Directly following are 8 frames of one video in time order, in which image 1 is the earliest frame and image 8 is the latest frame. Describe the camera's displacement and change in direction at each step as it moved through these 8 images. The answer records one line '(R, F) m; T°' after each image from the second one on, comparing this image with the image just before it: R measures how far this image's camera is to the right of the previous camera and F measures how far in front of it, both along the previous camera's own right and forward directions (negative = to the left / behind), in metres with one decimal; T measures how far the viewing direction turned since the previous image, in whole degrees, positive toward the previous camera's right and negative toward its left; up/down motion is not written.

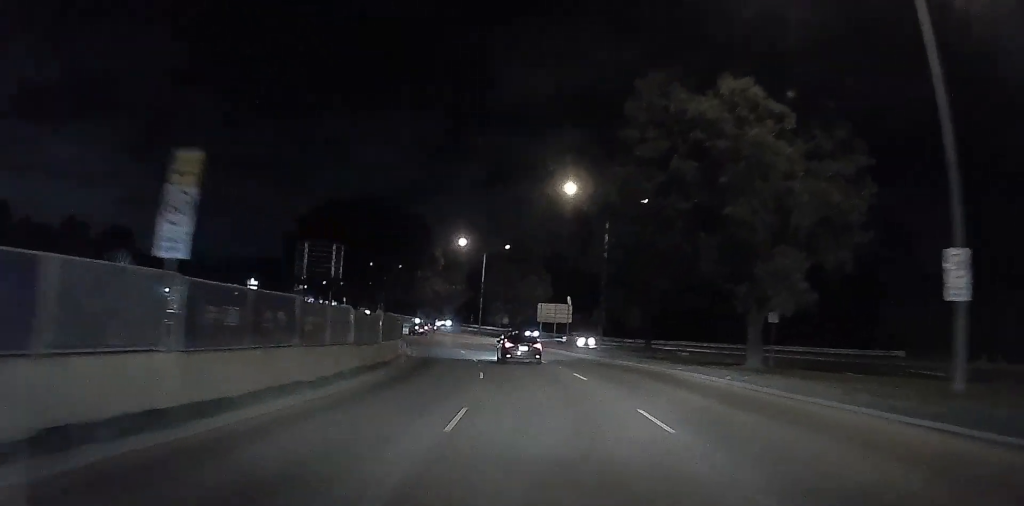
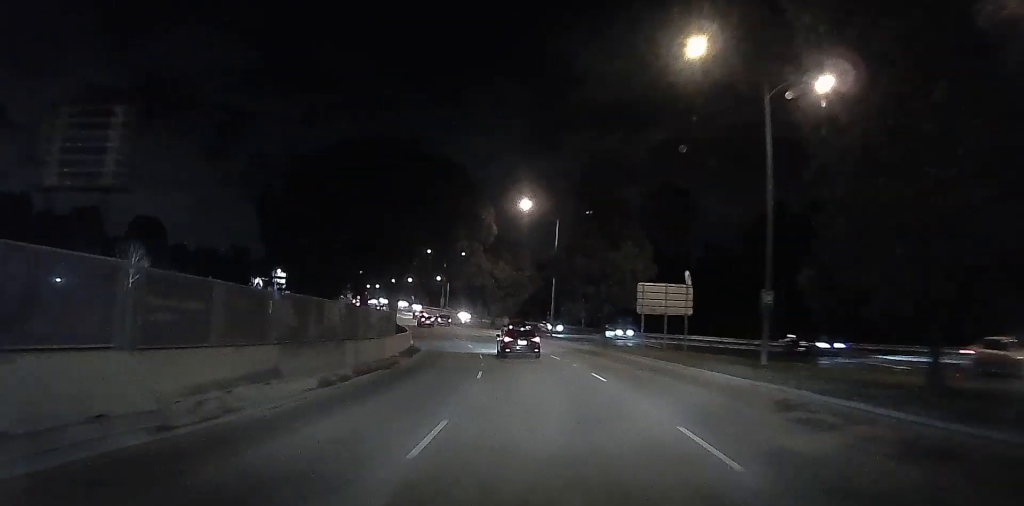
(-1.0, +29.1) m; -5°
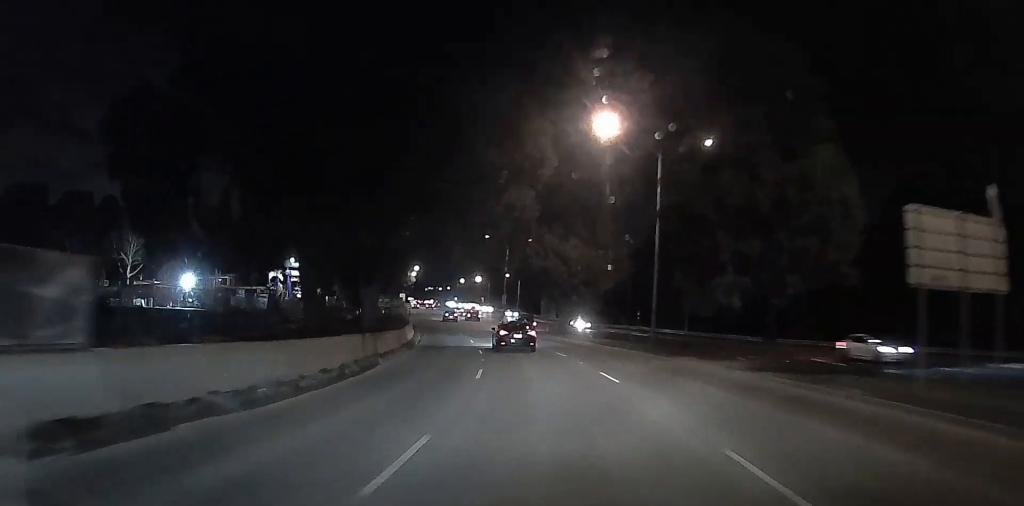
(-2.6, +27.2) m; -5°
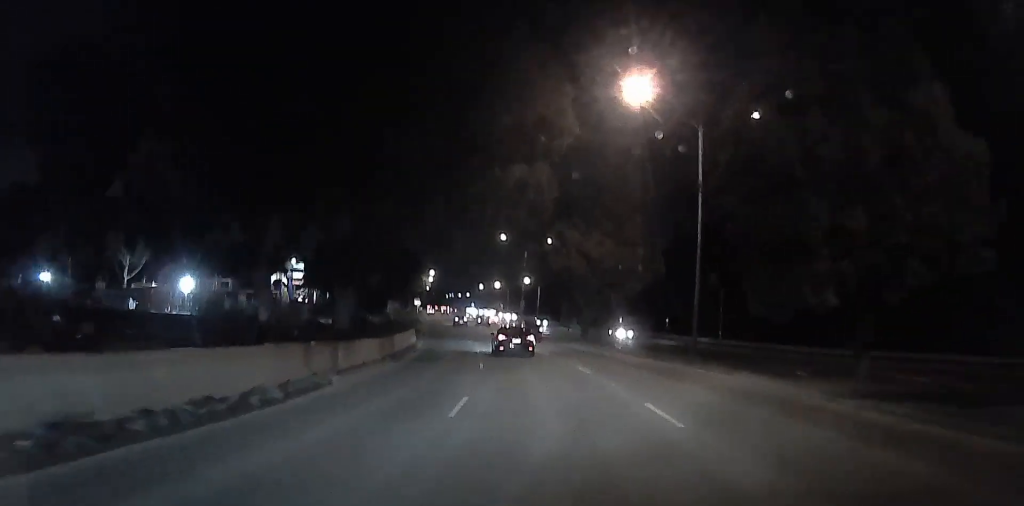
(0.0, +6.0) m; +1°
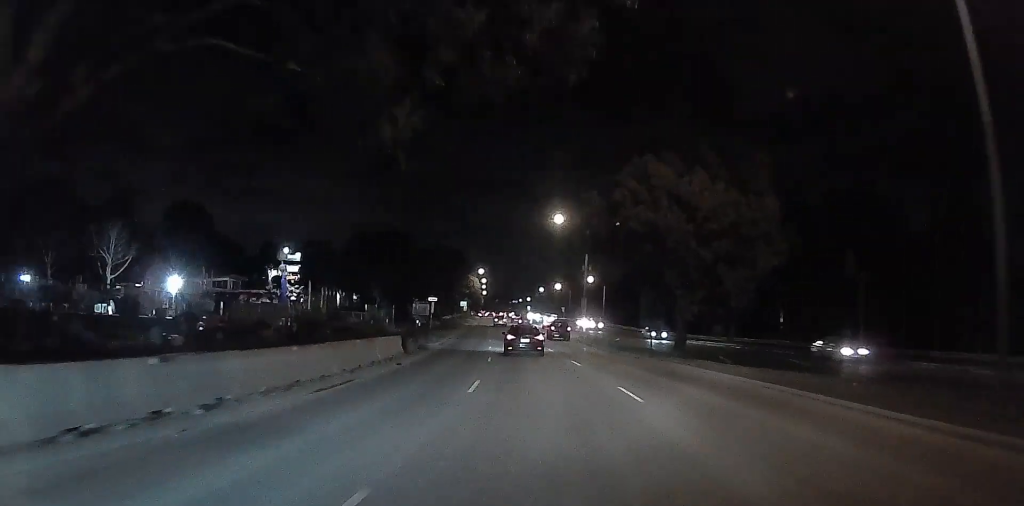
(+0.6, +16.9) m; +2°
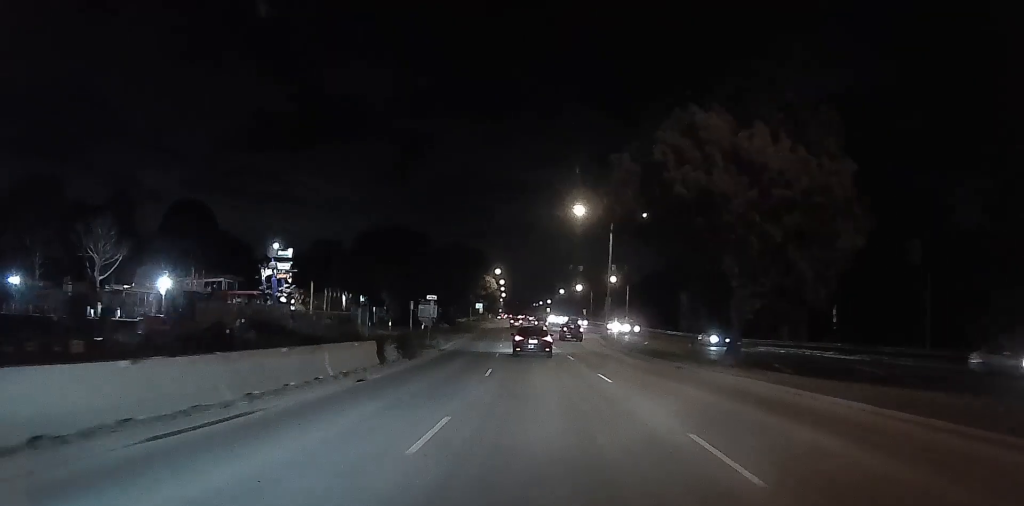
(0.0, +6.1) m; 0°
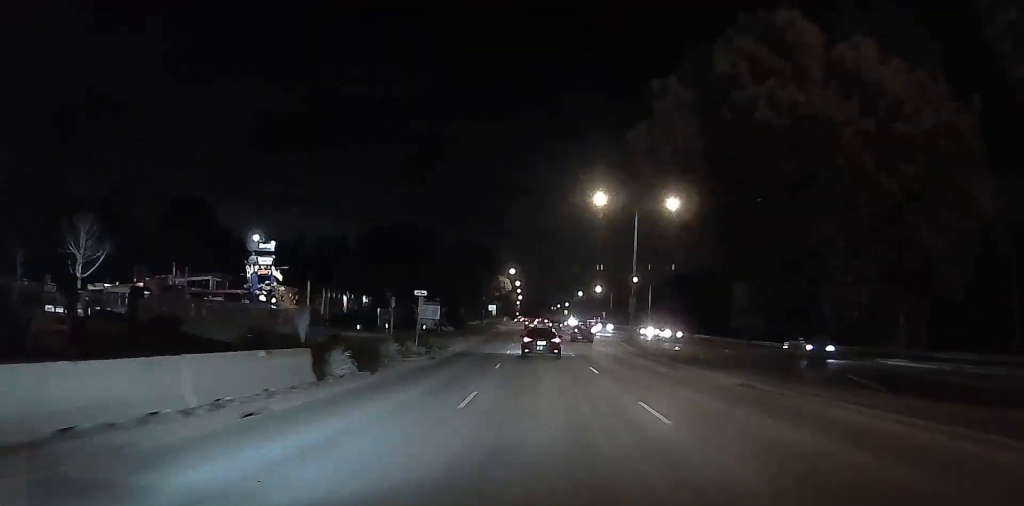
(0.0, +6.7) m; 0°
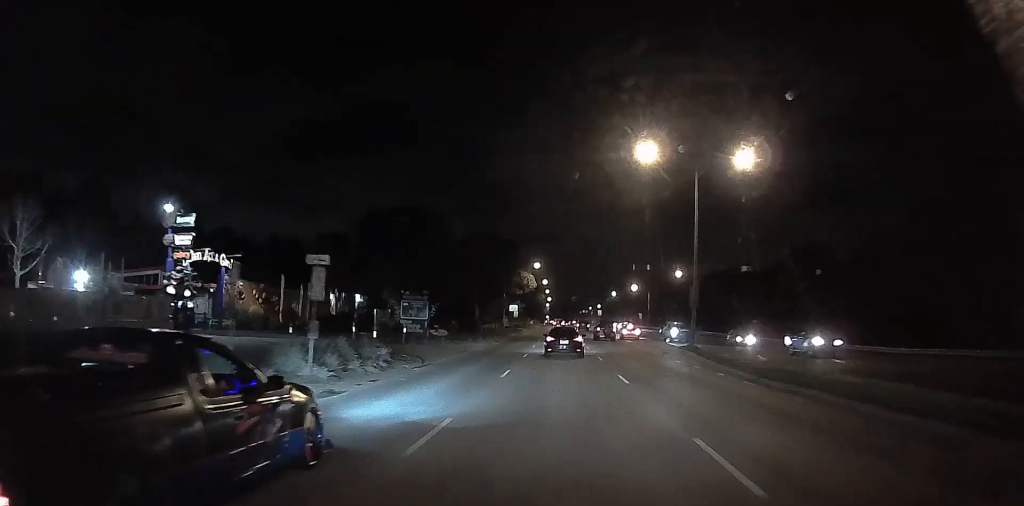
(0.0, +15.4) m; -2°
